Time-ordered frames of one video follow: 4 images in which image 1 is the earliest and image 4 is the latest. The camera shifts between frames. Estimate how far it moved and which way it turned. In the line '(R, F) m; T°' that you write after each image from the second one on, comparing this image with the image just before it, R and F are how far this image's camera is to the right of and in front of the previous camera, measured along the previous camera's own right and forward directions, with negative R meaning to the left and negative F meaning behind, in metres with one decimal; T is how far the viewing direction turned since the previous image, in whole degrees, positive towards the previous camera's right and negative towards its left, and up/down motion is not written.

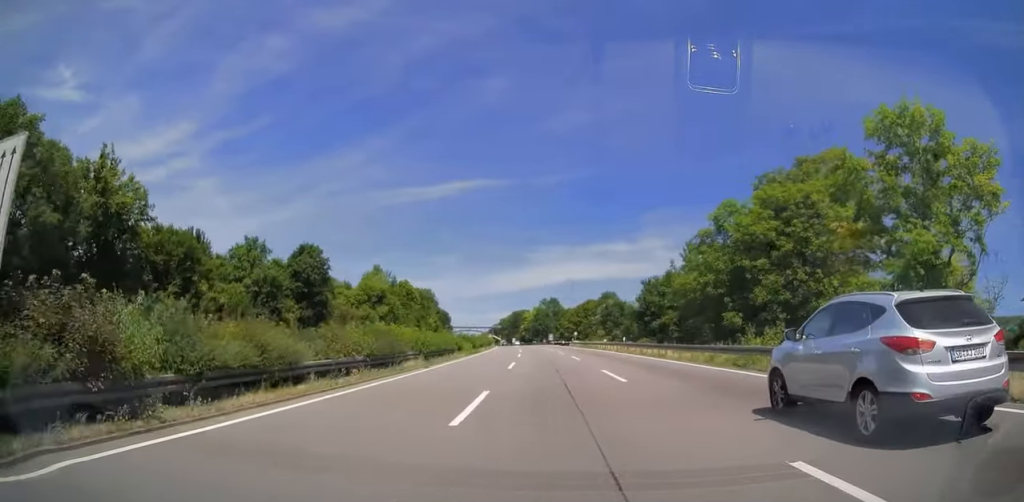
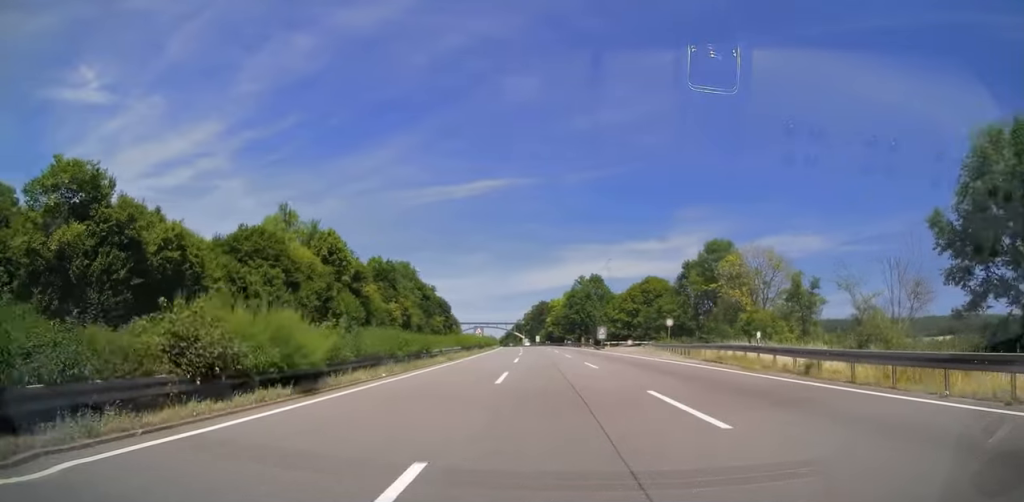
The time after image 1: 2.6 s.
(-2.1, +81.2) m; -3°
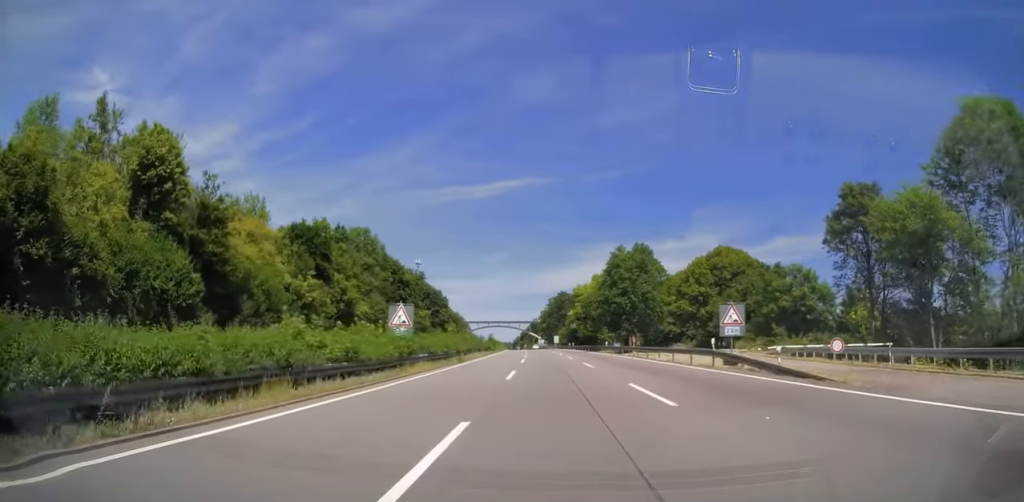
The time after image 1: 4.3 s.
(-0.8, +50.8) m; -2°
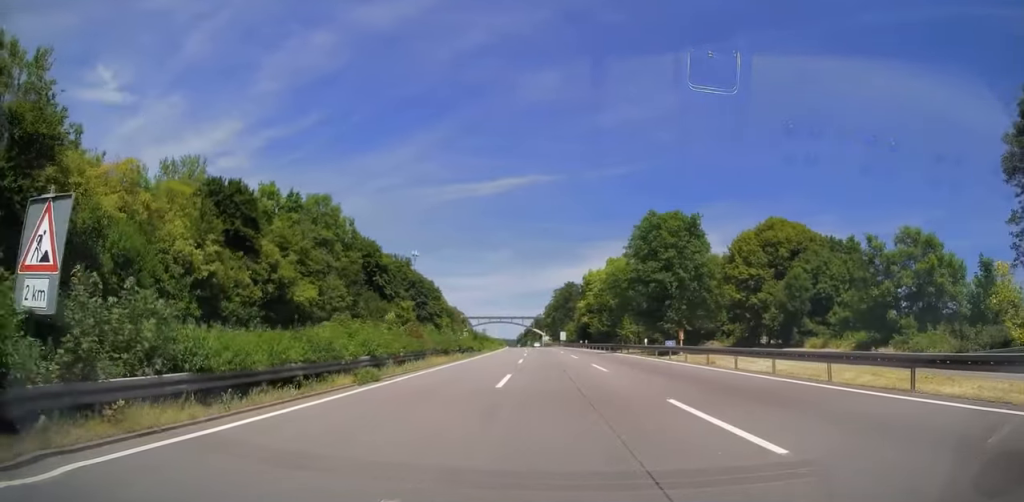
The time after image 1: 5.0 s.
(-0.1, +23.2) m; -1°
